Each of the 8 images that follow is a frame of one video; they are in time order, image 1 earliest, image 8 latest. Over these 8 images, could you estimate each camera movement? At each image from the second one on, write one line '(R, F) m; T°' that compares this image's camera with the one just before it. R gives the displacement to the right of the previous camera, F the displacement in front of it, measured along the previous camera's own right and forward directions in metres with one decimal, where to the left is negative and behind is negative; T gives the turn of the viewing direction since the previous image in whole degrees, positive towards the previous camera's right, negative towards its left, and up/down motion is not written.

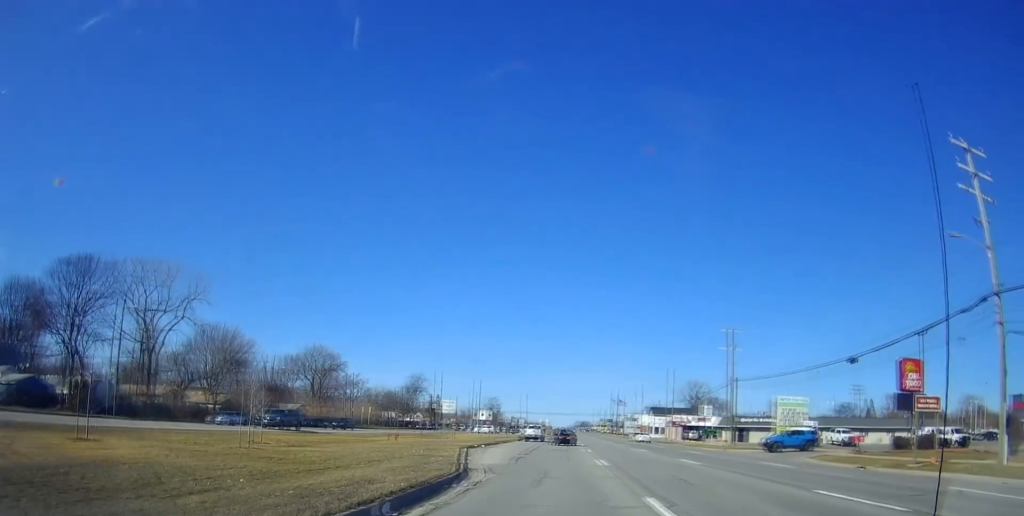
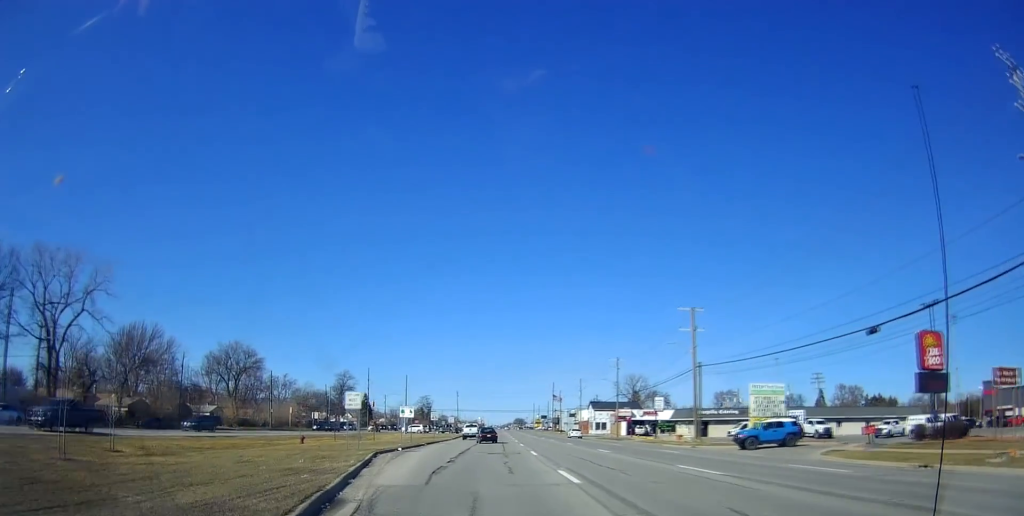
(+0.6, +5.6) m; +4°
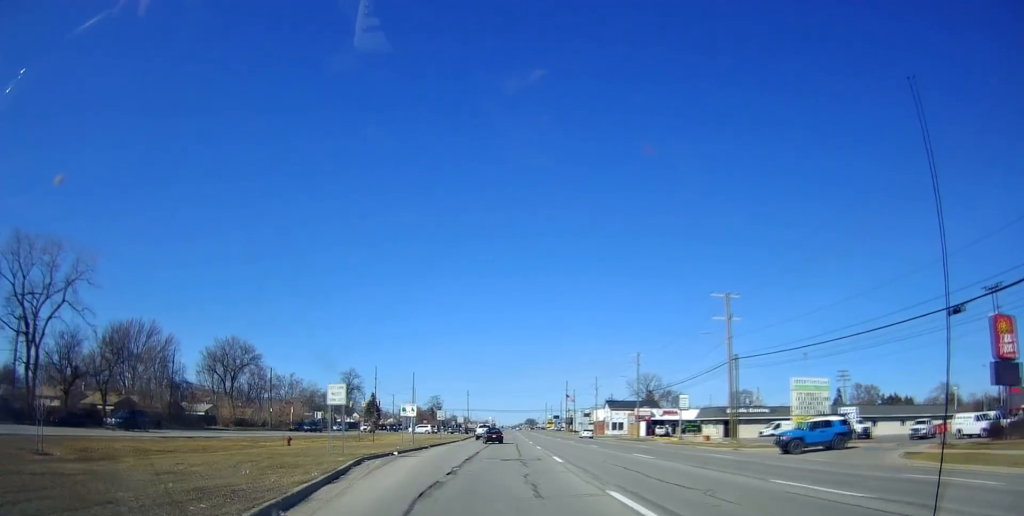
(-0.2, +3.9) m; +1°
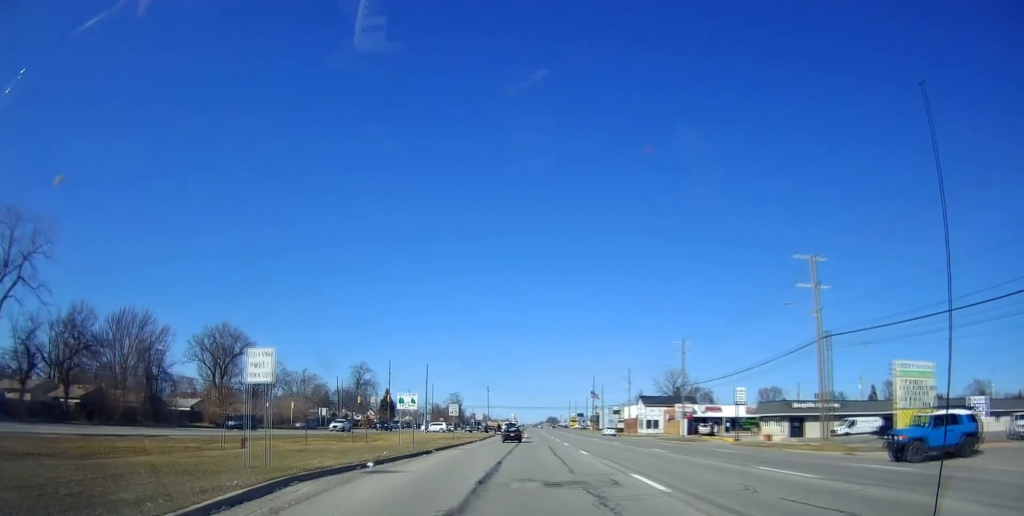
(+0.2, +8.0) m; +2°
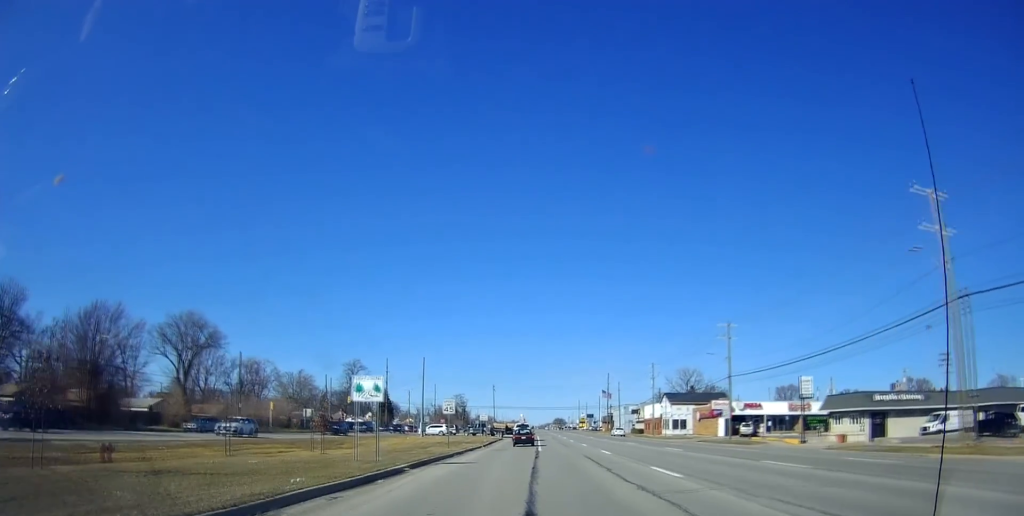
(0.0, +9.6) m; -4°
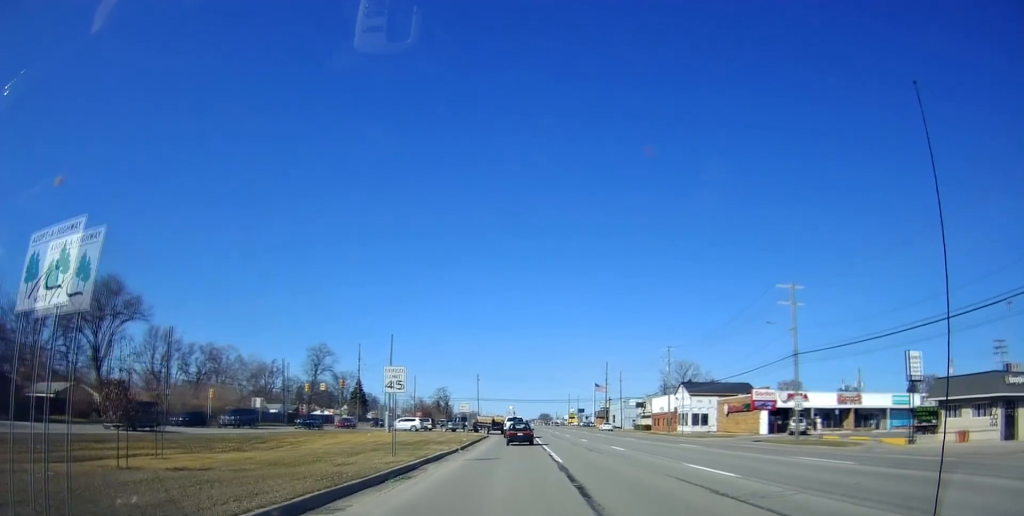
(-0.8, +13.4) m; -3°
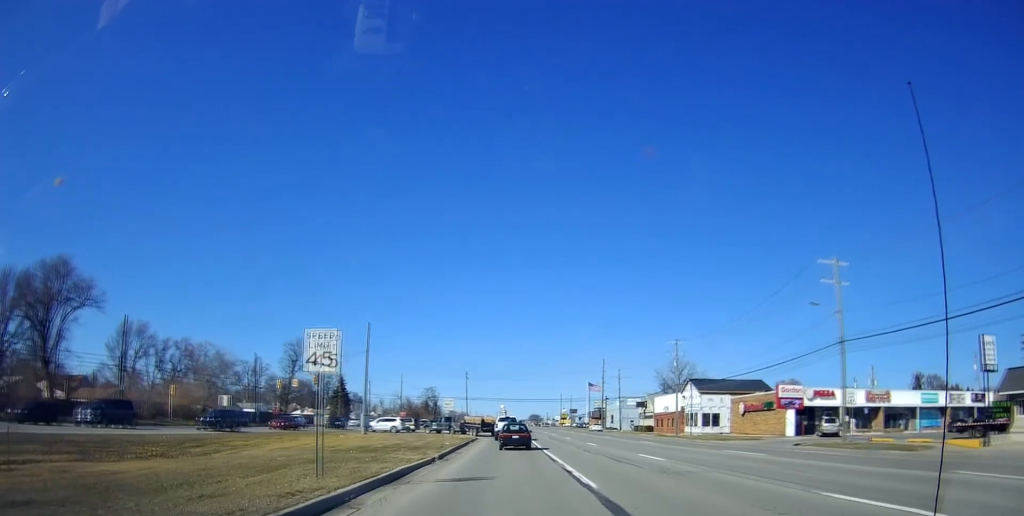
(+0.1, +7.6) m; +1°
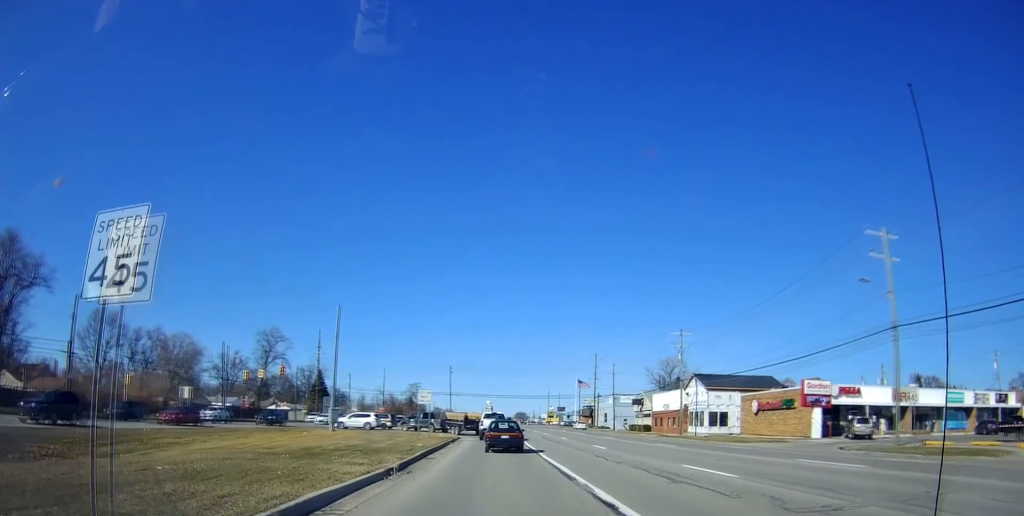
(+0.1, +7.5) m; 0°
